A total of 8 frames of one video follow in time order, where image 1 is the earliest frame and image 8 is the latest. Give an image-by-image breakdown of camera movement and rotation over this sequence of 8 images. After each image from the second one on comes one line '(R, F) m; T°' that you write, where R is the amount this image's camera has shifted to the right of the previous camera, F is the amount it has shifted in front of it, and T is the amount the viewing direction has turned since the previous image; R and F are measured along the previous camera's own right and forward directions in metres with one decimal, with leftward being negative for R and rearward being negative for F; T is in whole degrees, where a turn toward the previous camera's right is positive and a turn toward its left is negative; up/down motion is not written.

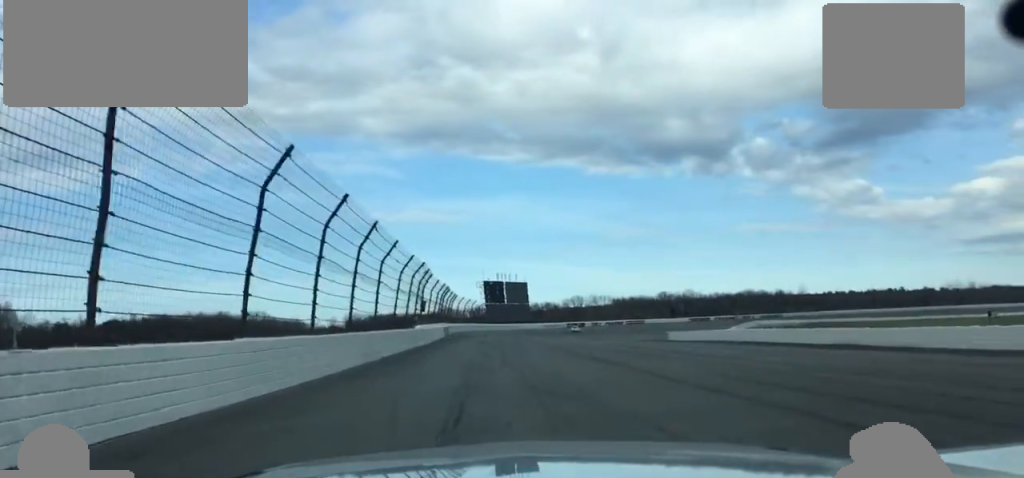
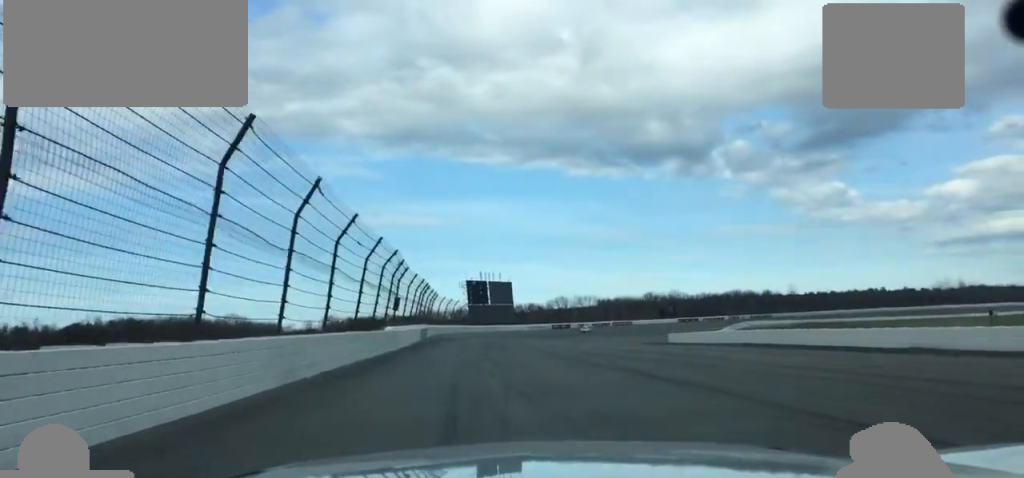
(+0.2, +9.9) m; +3°
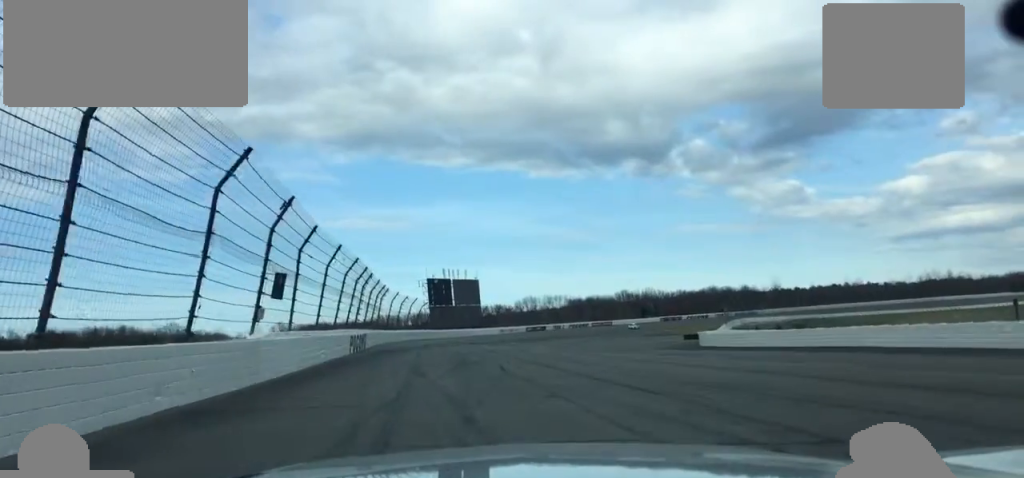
(+0.7, +26.9) m; +3°
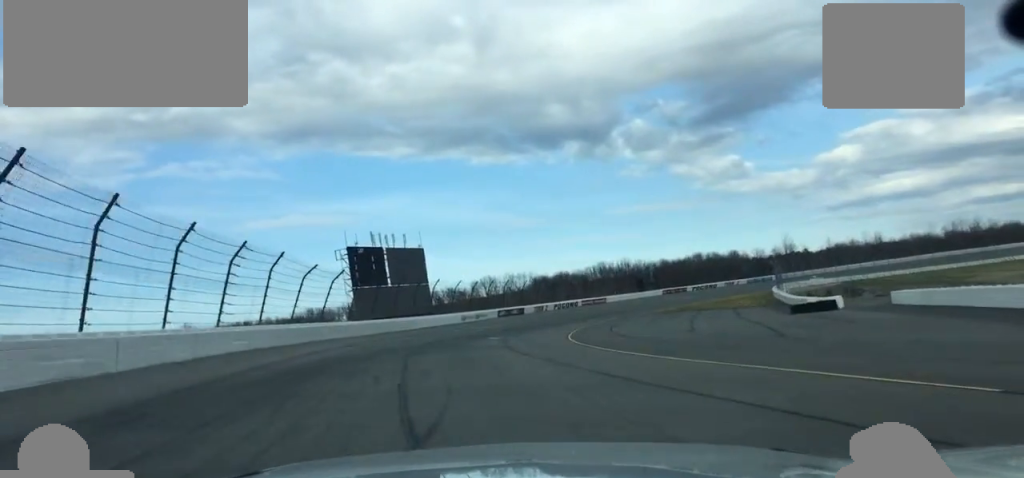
(+1.5, +60.2) m; +3°
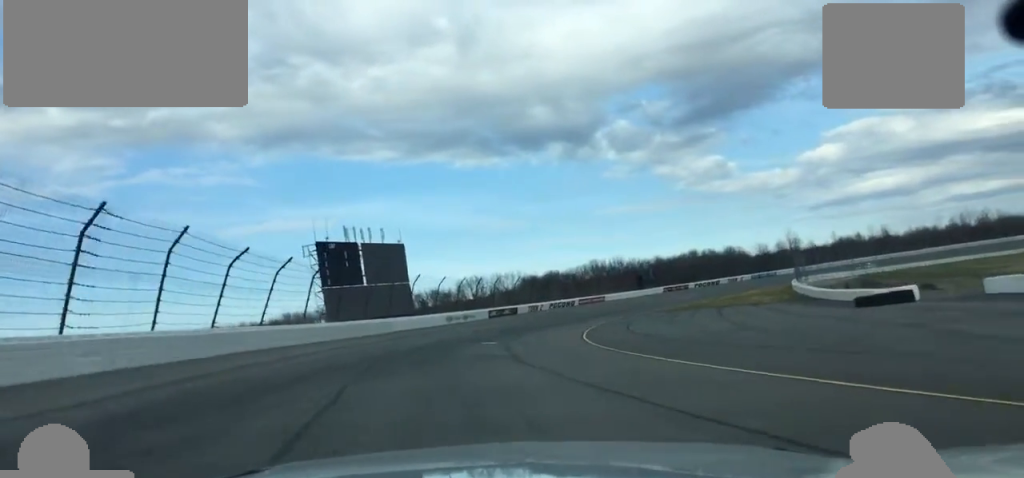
(+0.4, +15.8) m; +2°
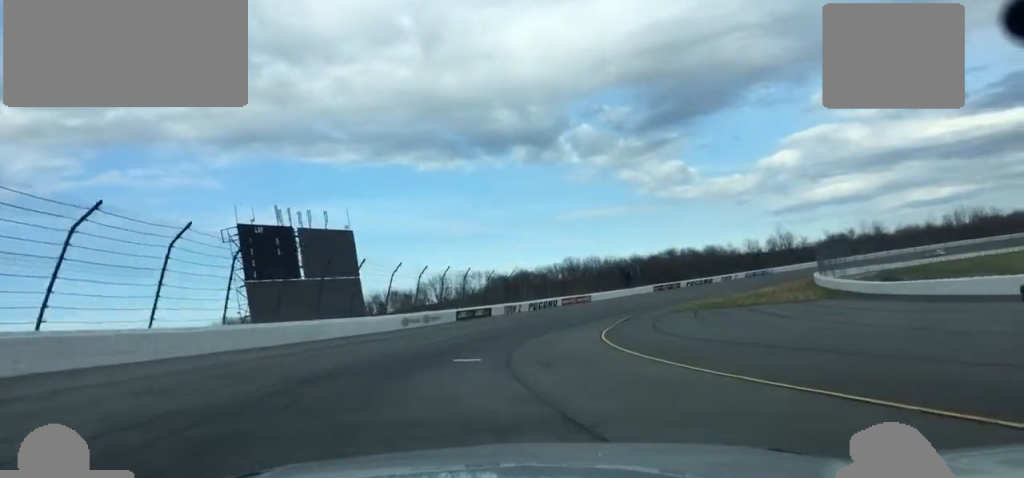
(+0.6, +22.8) m; +3°
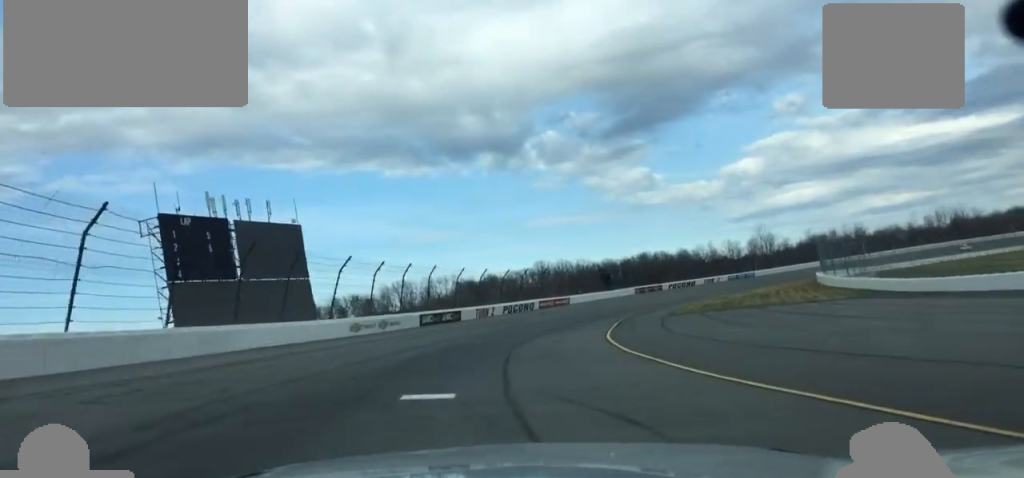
(+0.1, +13.5) m; +2°
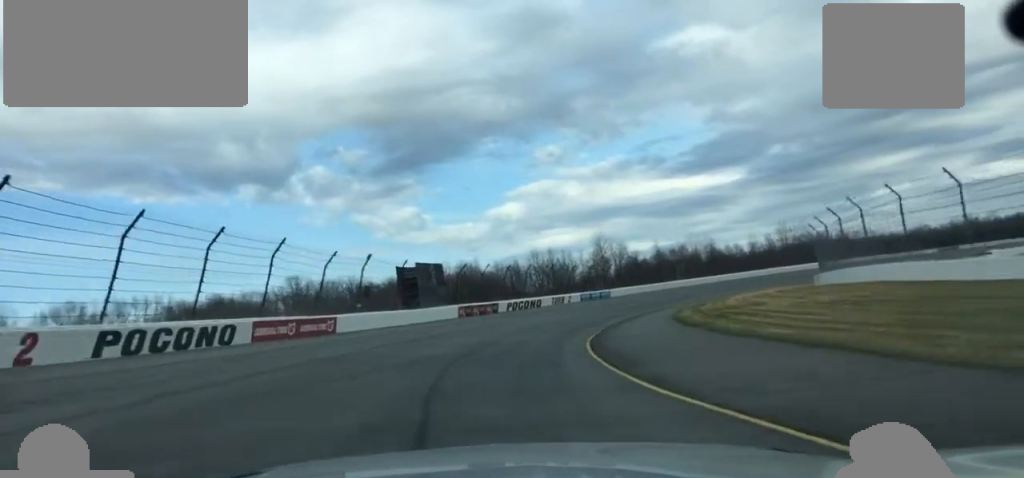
(+7.6, +69.0) m; +15°
